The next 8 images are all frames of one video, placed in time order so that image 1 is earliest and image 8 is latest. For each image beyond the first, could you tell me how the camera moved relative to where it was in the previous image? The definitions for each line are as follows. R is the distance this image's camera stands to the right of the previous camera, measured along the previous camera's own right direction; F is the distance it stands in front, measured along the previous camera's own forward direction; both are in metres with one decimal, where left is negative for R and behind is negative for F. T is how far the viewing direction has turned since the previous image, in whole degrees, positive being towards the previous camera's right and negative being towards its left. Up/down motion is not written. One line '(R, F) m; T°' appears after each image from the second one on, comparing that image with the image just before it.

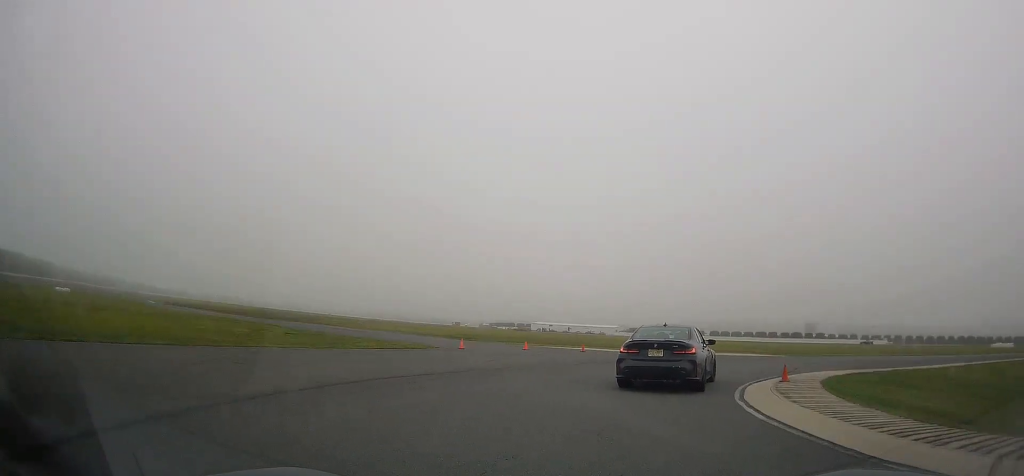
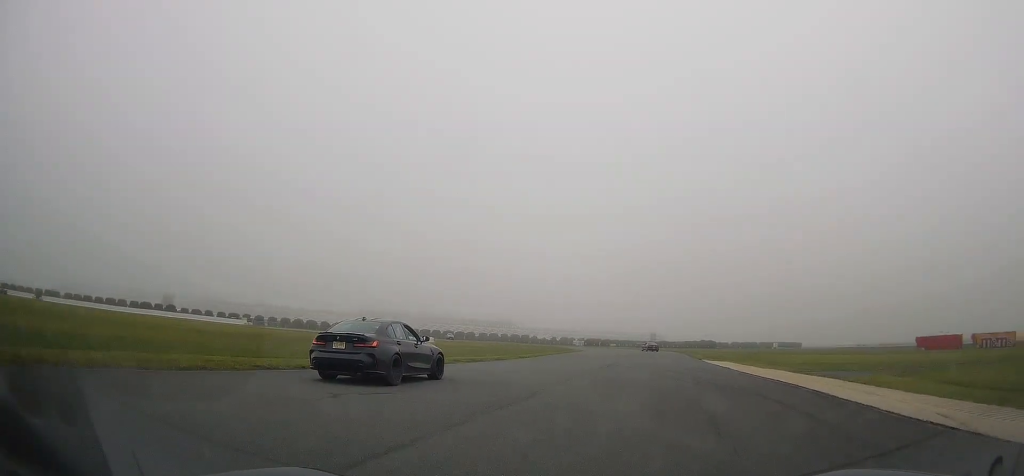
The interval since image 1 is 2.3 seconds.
(+18.8, +28.5) m; +59°
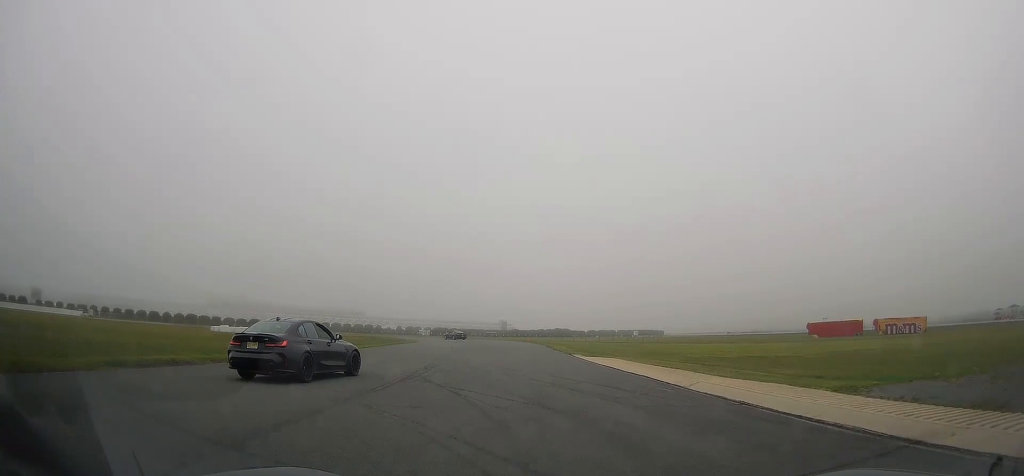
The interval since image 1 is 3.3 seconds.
(+2.9, +17.0) m; +11°
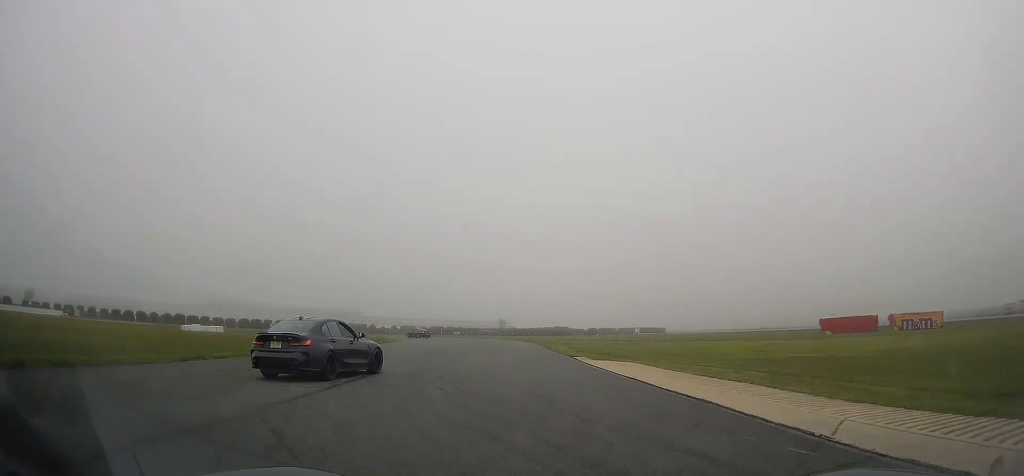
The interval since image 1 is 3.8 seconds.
(+0.1, +8.0) m; +1°
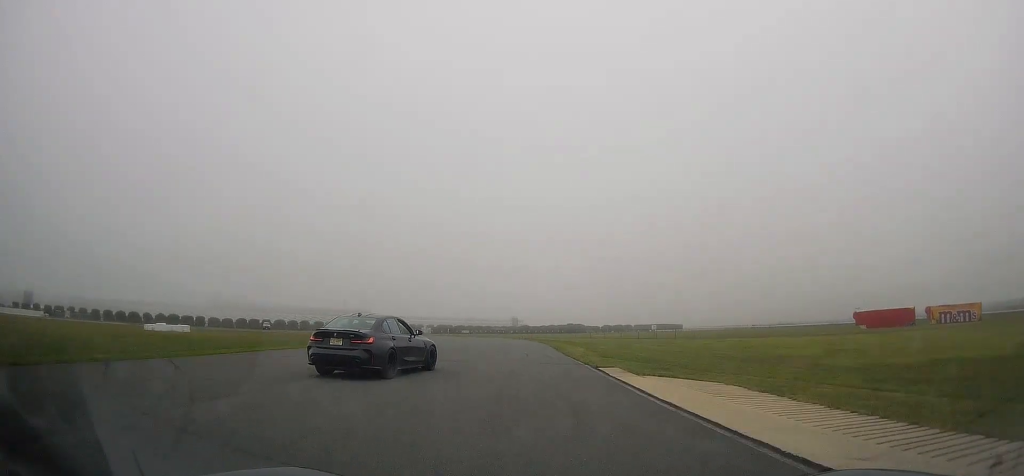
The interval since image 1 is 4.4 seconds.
(+0.1, +11.3) m; 0°
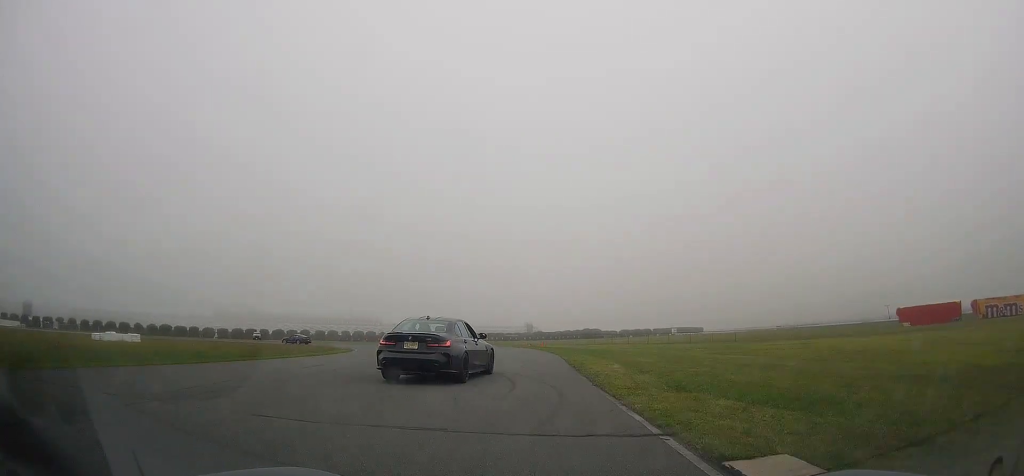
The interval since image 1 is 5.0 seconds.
(+0.2, +12.8) m; -1°
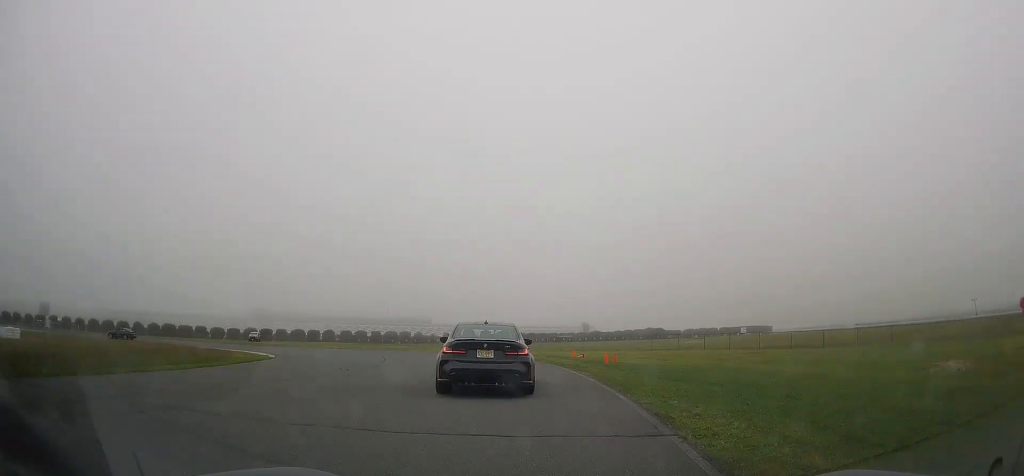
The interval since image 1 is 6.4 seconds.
(-1.1, +25.5) m; -7°
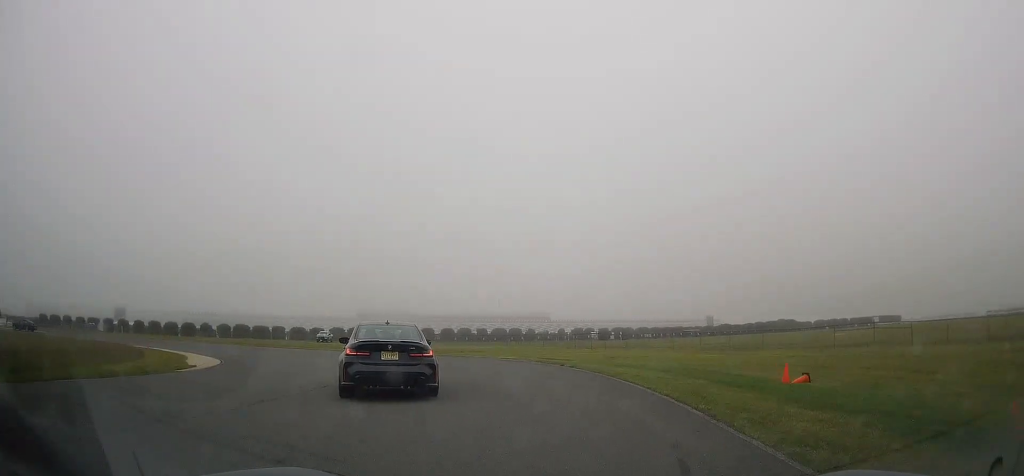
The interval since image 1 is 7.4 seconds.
(-1.6, +19.6) m; -15°
